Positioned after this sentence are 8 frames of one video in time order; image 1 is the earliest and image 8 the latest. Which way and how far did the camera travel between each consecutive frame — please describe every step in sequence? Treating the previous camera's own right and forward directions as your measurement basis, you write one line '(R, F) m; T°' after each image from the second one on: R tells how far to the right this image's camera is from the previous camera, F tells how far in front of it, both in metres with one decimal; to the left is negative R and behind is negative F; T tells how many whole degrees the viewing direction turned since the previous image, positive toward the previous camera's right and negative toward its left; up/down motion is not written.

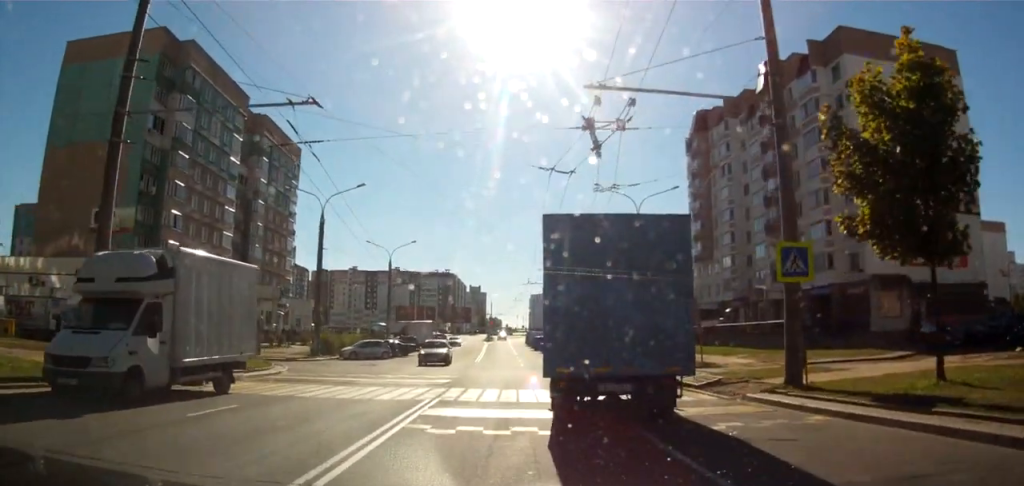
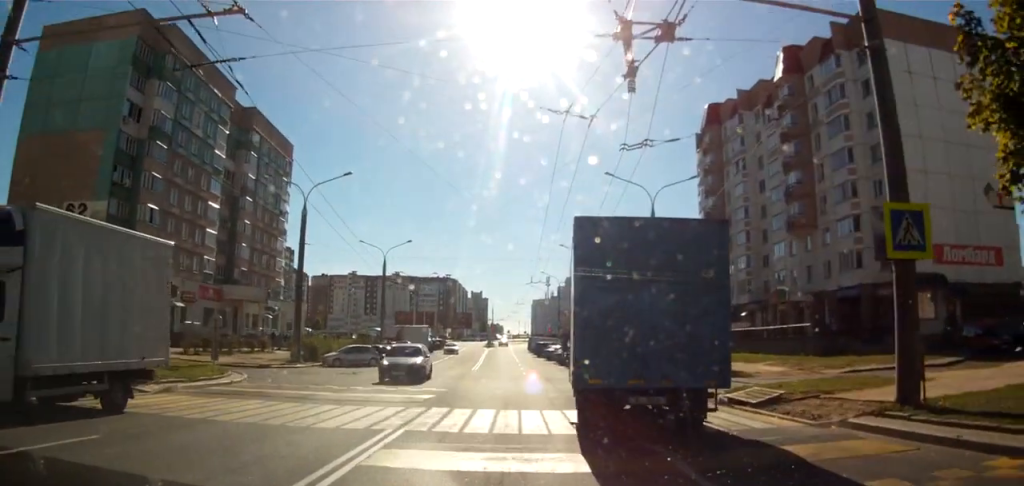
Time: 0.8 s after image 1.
(+0.2, +5.0) m; 0°
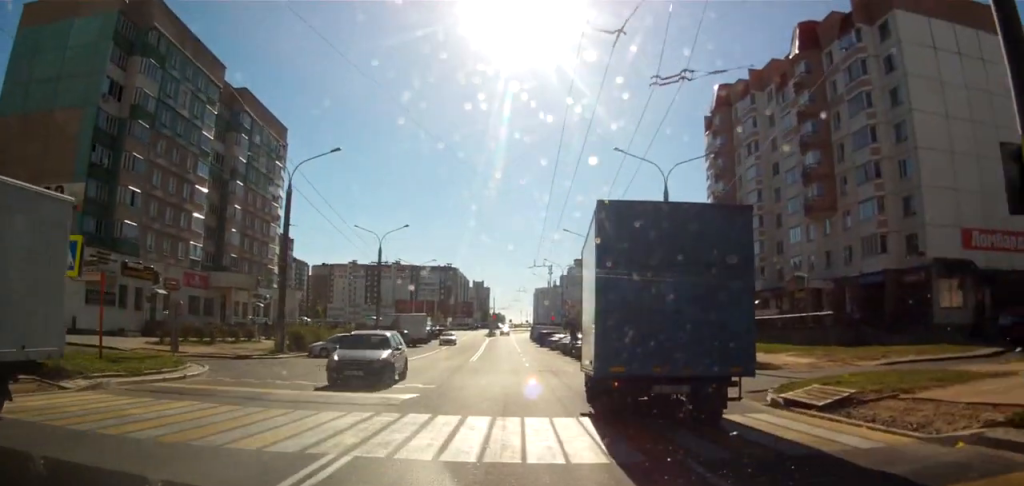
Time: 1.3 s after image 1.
(-0.1, +3.5) m; -1°
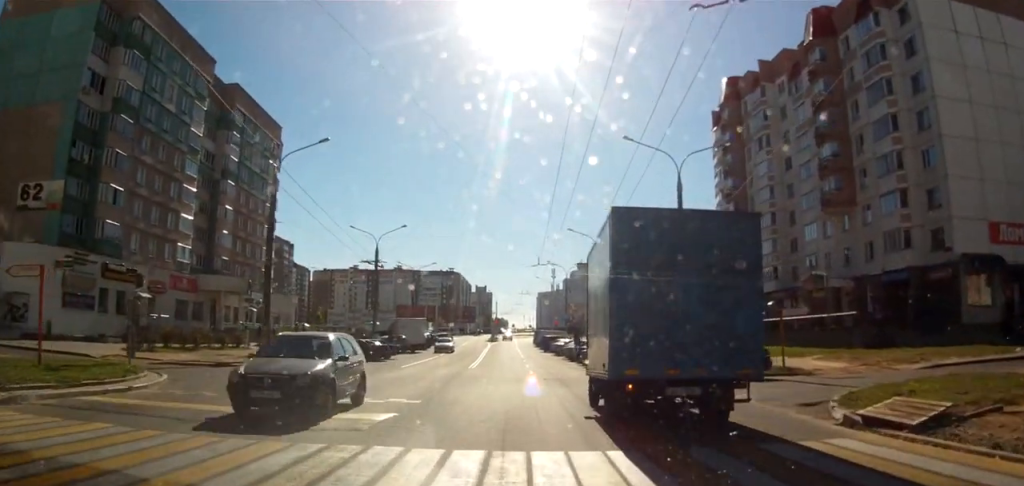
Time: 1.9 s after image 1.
(-0.1, +3.7) m; -1°
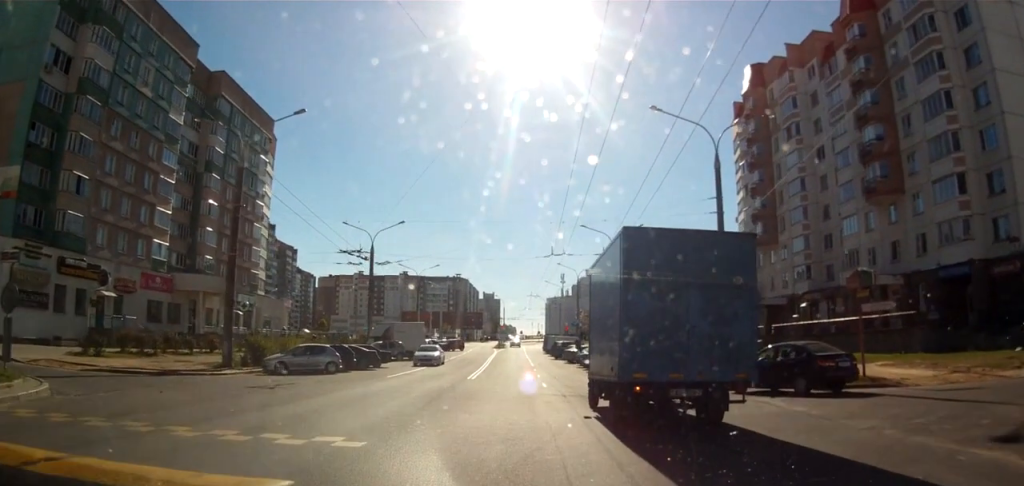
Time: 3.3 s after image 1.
(+0.1, +7.7) m; -2°
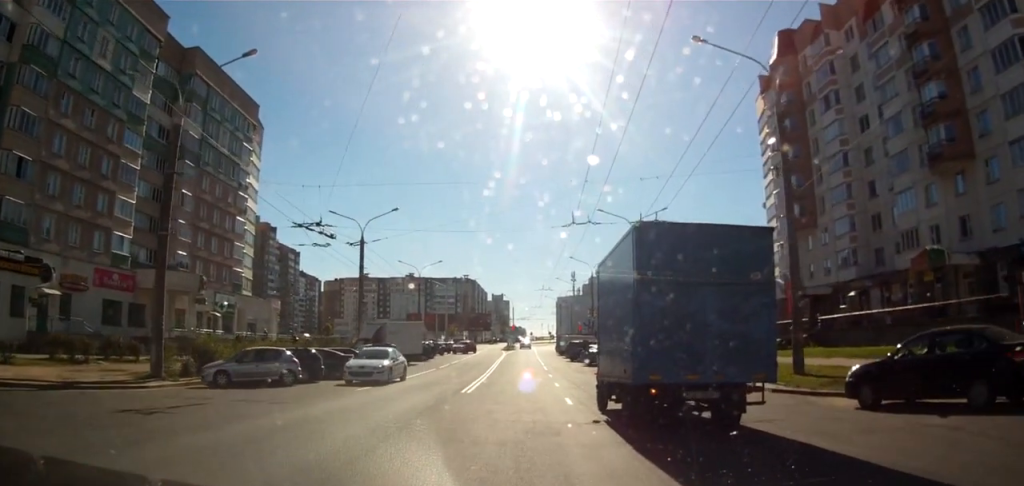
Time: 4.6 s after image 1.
(-0.4, +7.6) m; -3°
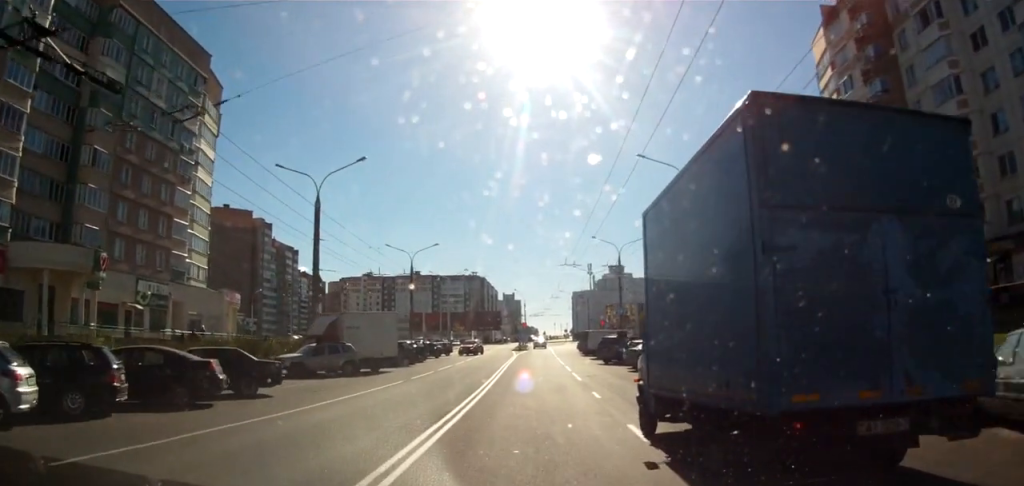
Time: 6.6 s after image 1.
(+0.3, +13.0) m; +3°
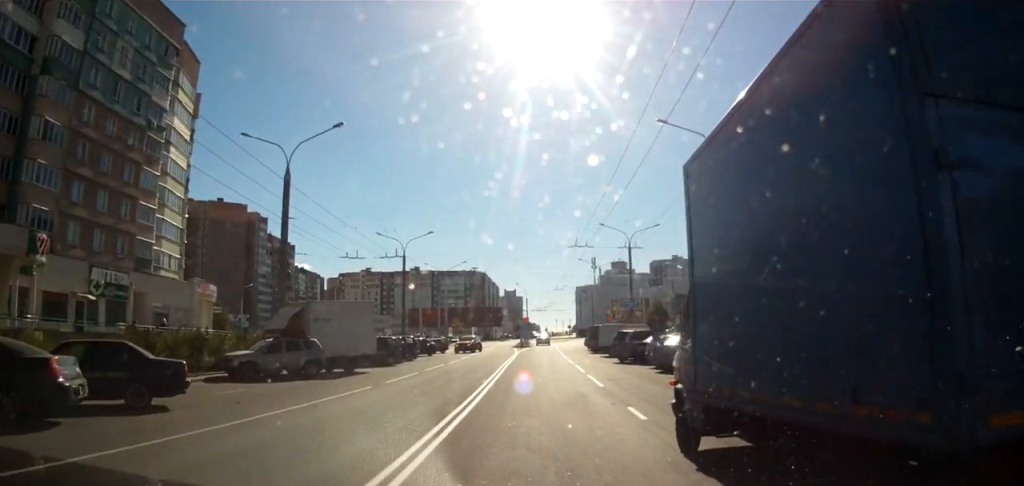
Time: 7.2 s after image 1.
(0.0, +5.1) m; +1°
